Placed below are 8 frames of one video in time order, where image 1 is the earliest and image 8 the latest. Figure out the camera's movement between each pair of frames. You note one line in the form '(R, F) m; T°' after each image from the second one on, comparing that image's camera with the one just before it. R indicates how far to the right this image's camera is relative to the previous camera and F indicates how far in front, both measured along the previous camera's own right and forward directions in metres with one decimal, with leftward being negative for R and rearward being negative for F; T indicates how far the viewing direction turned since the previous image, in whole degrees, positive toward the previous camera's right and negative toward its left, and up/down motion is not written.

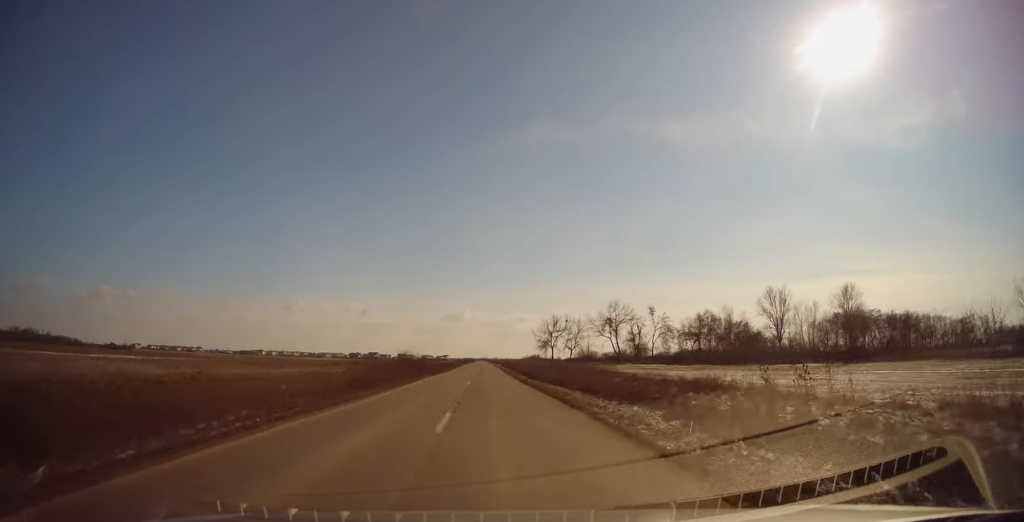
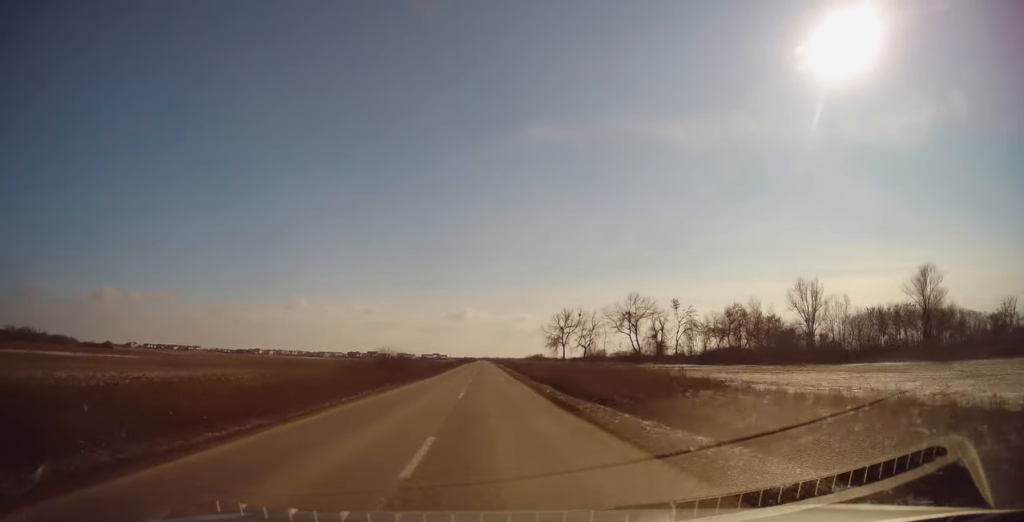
(-0.1, +15.9) m; -1°
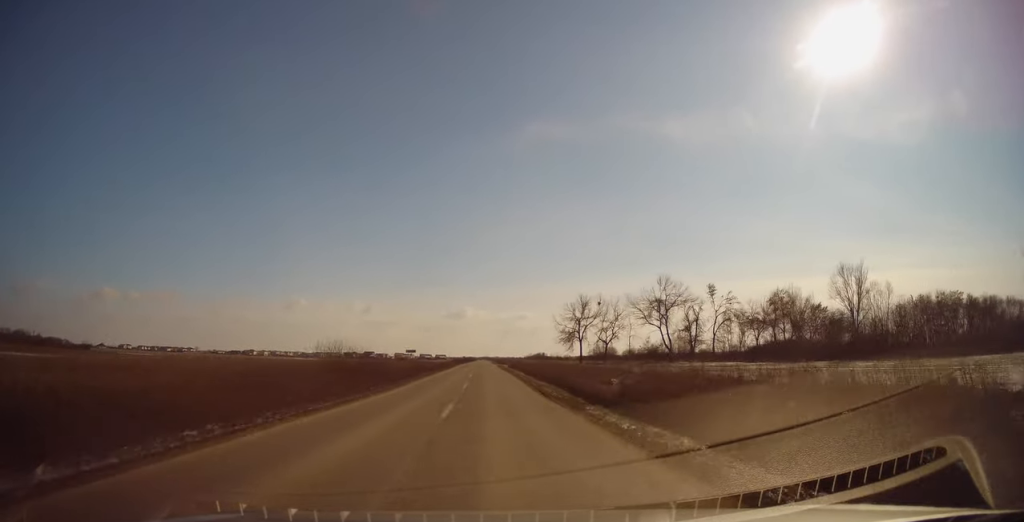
(-0.2, +19.5) m; 0°
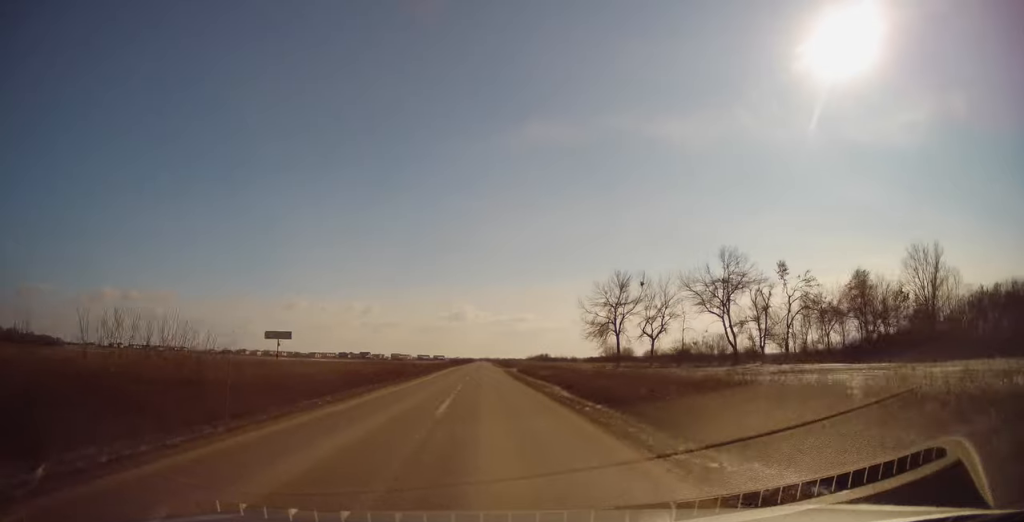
(+0.1, +25.0) m; +1°
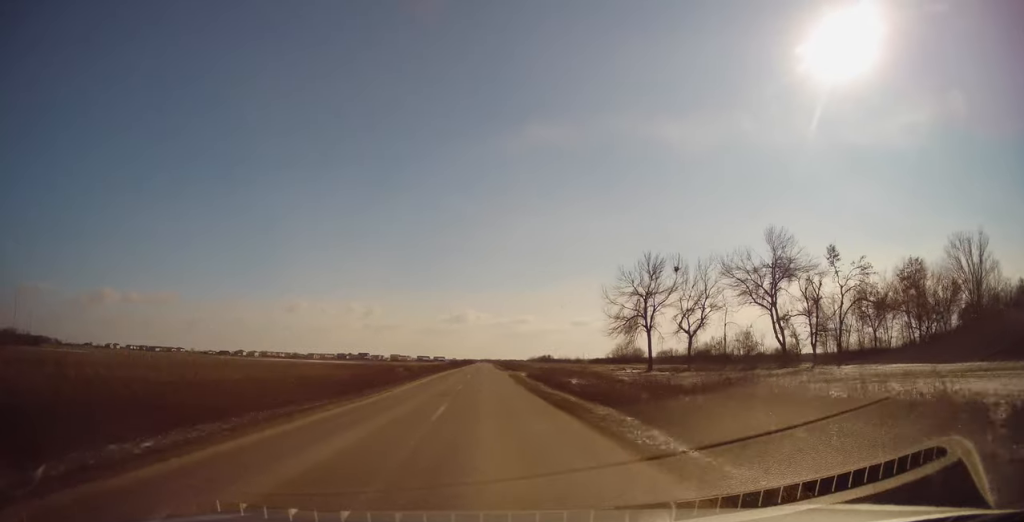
(+0.2, +12.0) m; 0°
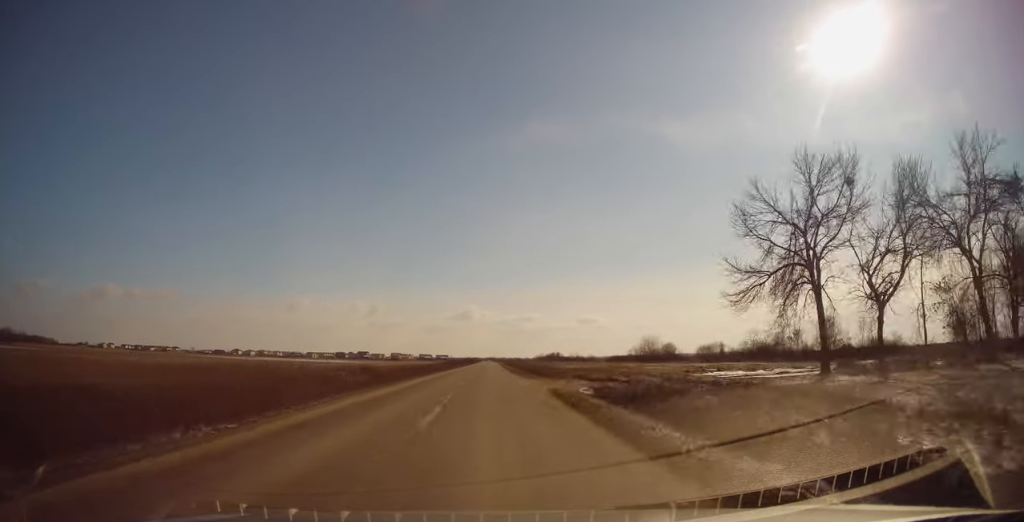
(-0.2, +27.7) m; -1°
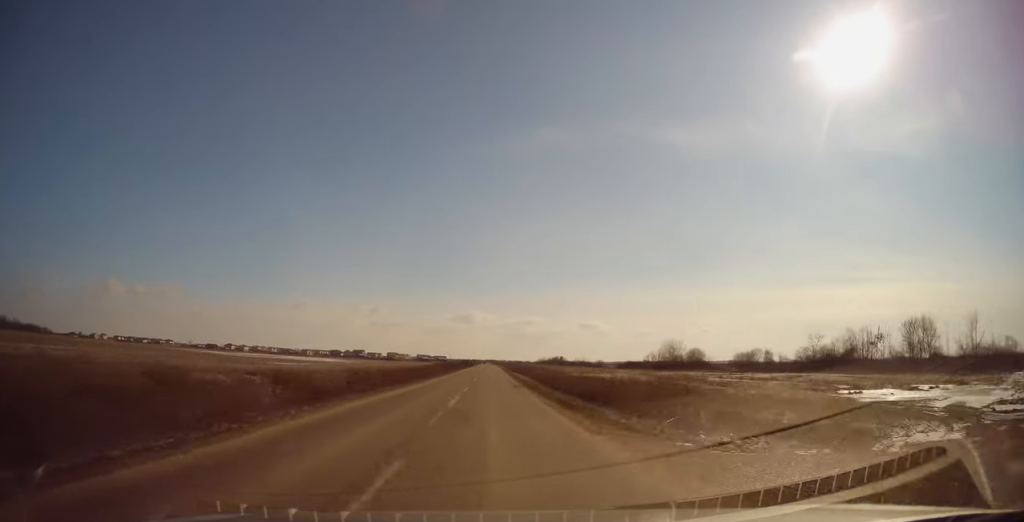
(0.0, +20.3) m; 0°
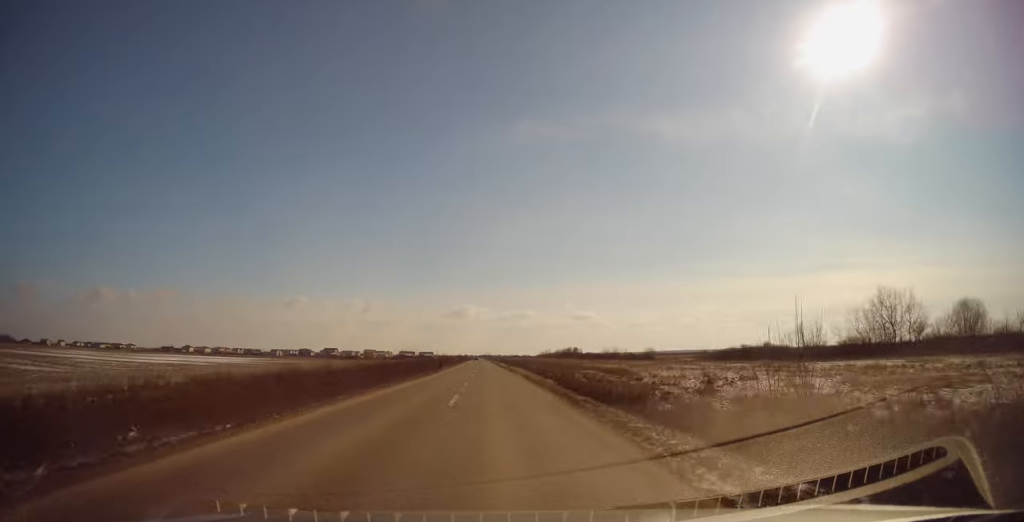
(+0.5, +87.4) m; +1°
